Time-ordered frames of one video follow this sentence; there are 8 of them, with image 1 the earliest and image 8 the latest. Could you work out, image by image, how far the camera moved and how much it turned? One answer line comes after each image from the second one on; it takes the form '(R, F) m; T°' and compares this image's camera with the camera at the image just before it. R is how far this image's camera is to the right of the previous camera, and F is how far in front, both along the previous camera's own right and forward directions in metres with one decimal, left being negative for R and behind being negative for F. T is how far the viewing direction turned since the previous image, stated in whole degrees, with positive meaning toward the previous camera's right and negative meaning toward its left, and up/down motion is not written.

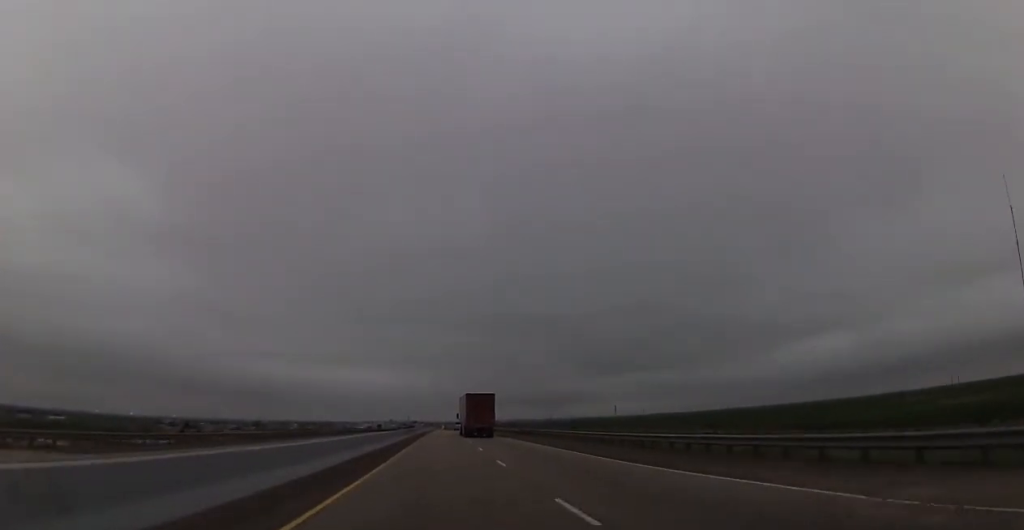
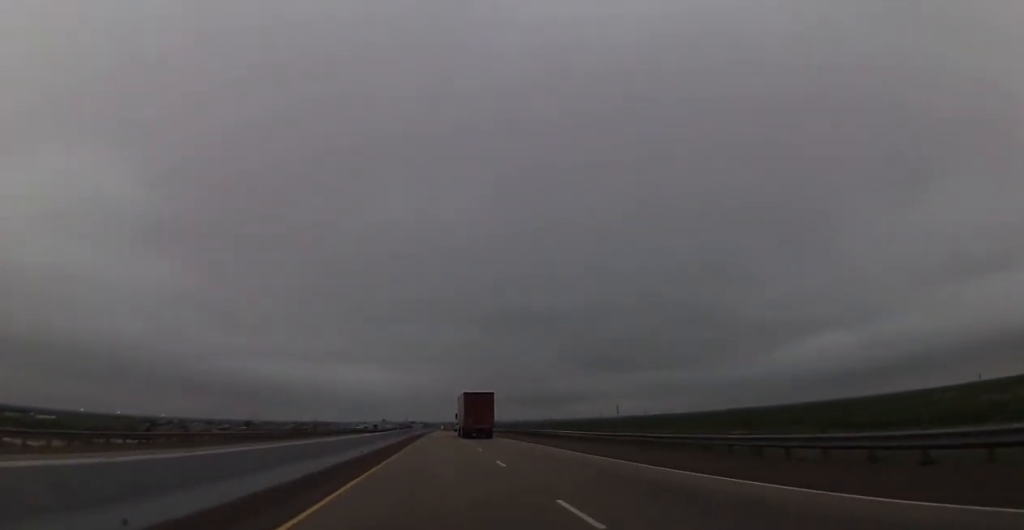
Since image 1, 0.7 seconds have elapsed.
(+0.2, +24.9) m; 0°
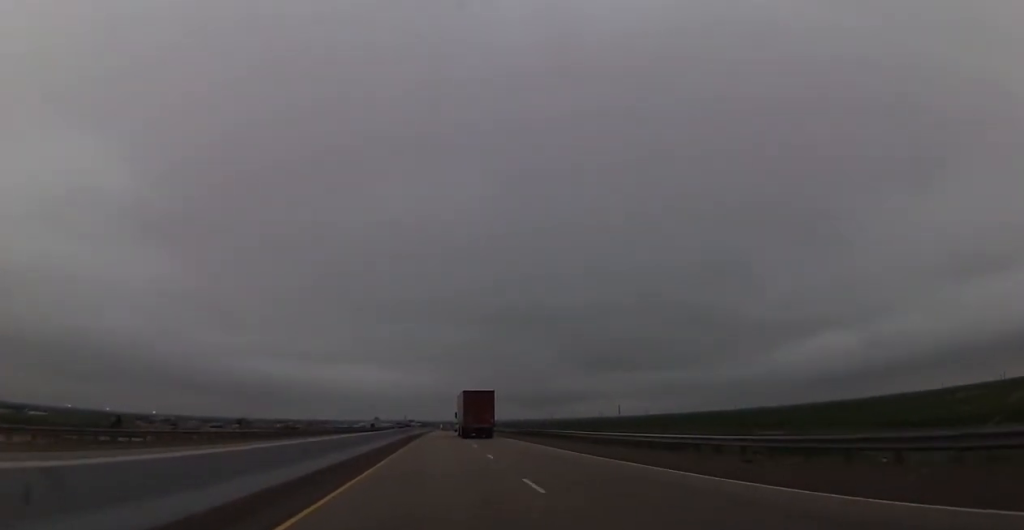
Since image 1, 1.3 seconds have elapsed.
(-0.3, +20.2) m; 0°
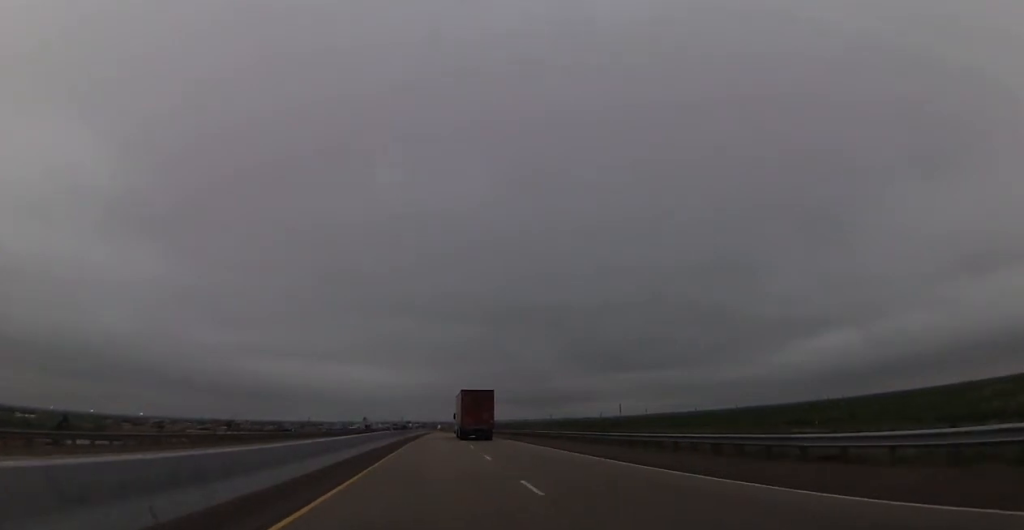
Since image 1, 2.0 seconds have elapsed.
(+0.1, +24.8) m; 0°
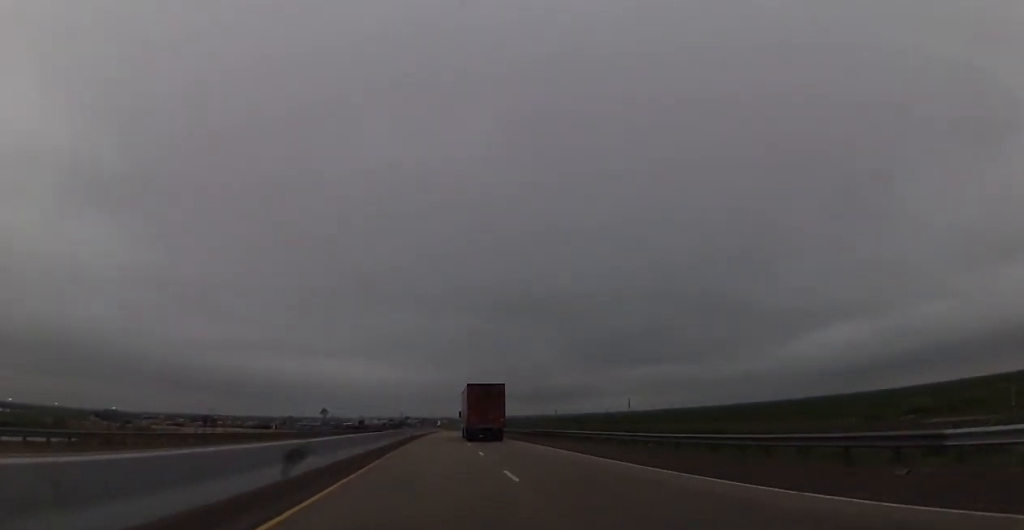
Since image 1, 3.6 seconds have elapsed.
(-0.1, +59.2) m; 0°
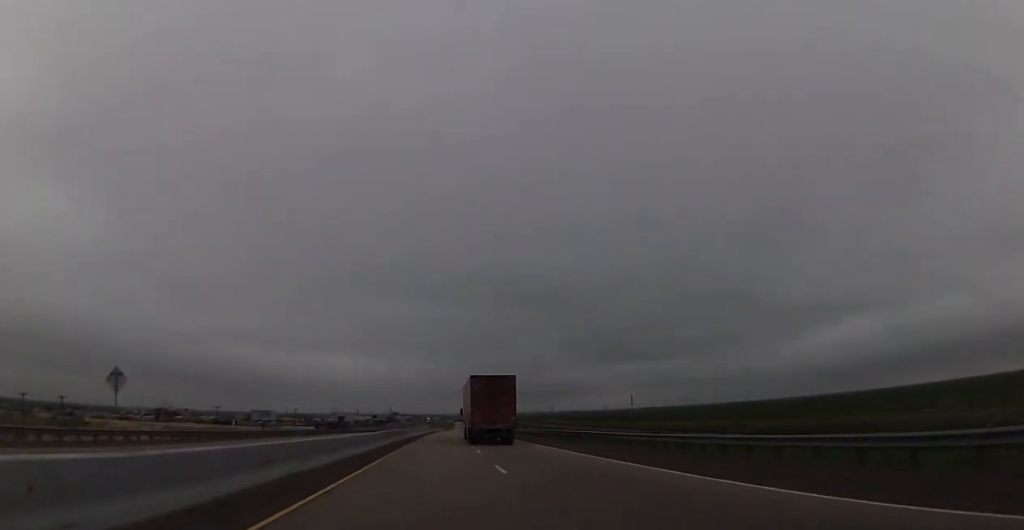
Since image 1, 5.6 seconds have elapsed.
(-0.1, +71.7) m; 0°
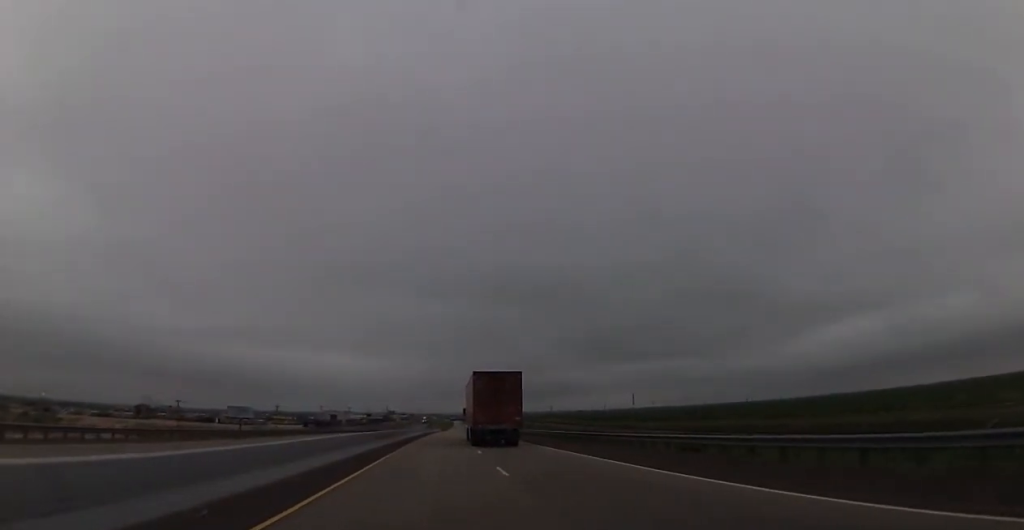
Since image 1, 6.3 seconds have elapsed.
(+0.4, +25.1) m; +1°
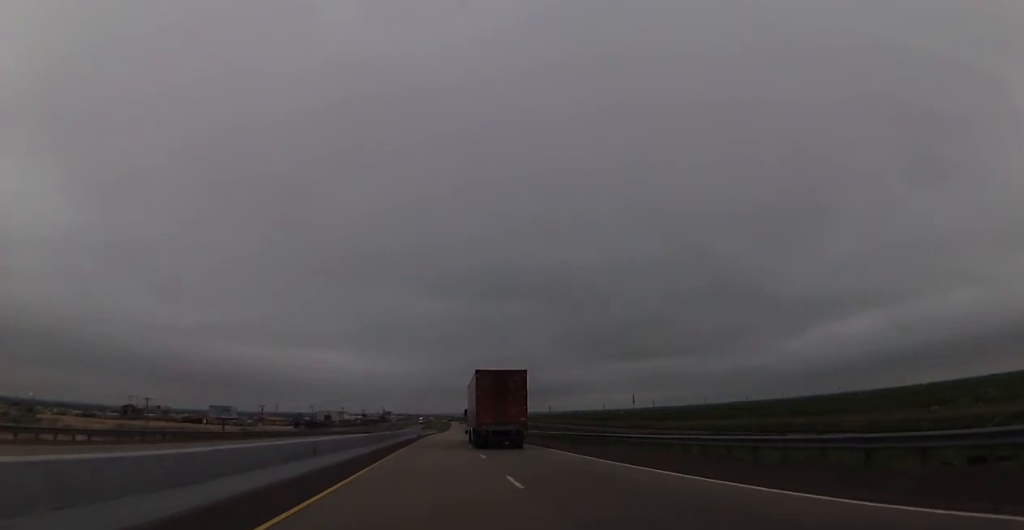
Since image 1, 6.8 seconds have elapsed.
(+0.1, +15.6) m; 0°
